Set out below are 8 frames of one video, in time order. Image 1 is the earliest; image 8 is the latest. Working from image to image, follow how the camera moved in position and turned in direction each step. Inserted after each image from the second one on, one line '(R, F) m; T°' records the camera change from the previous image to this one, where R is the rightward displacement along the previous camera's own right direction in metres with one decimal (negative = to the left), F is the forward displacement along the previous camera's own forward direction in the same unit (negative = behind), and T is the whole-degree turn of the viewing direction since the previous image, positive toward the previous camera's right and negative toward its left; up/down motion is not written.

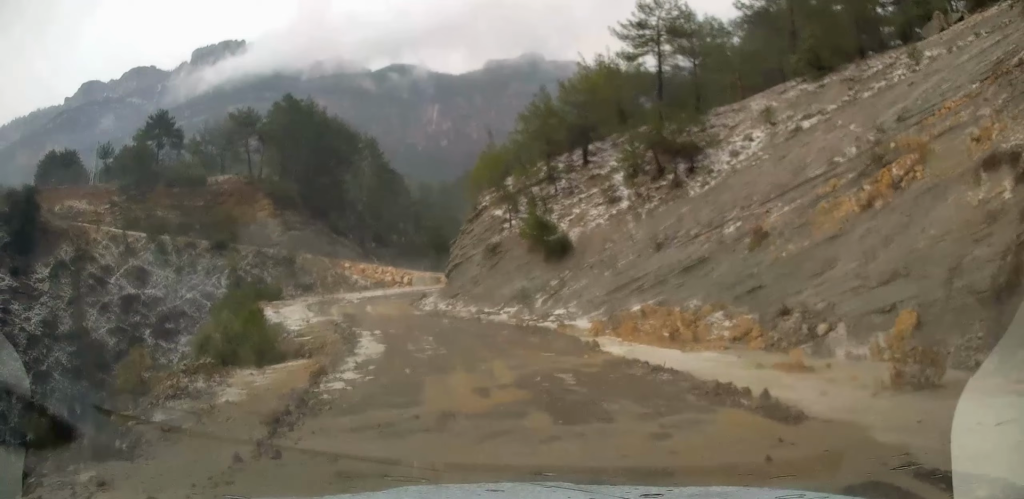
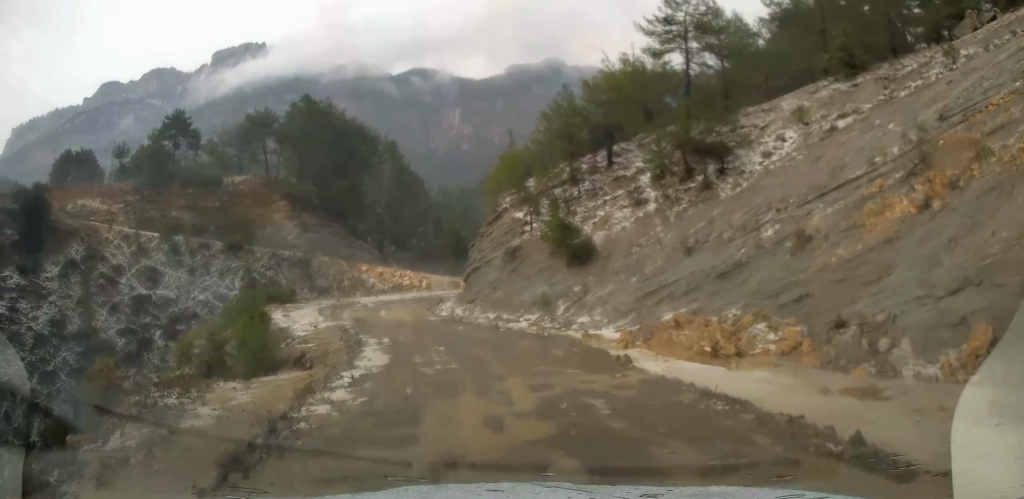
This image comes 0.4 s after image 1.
(-0.1, +1.5) m; 0°
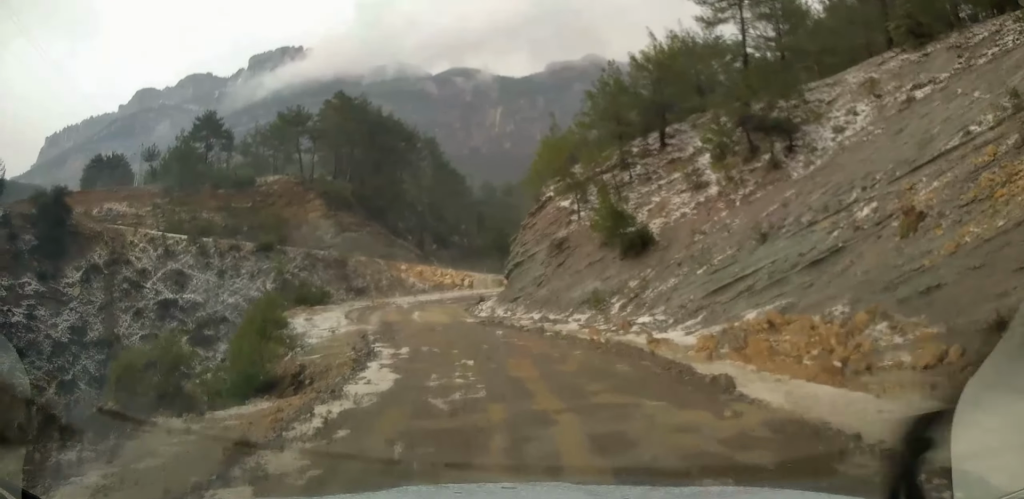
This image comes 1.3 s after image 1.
(+0.1, +3.1) m; 0°
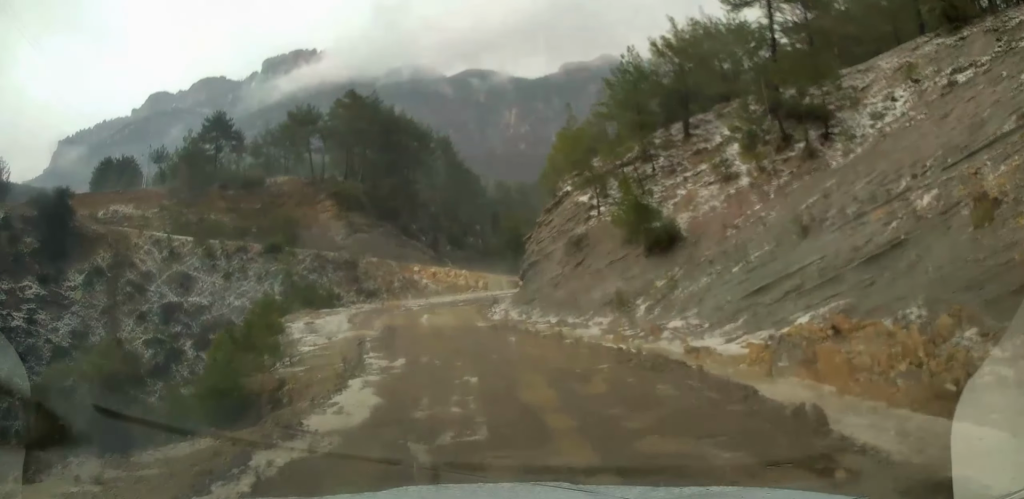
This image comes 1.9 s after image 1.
(0.0, +1.9) m; +2°
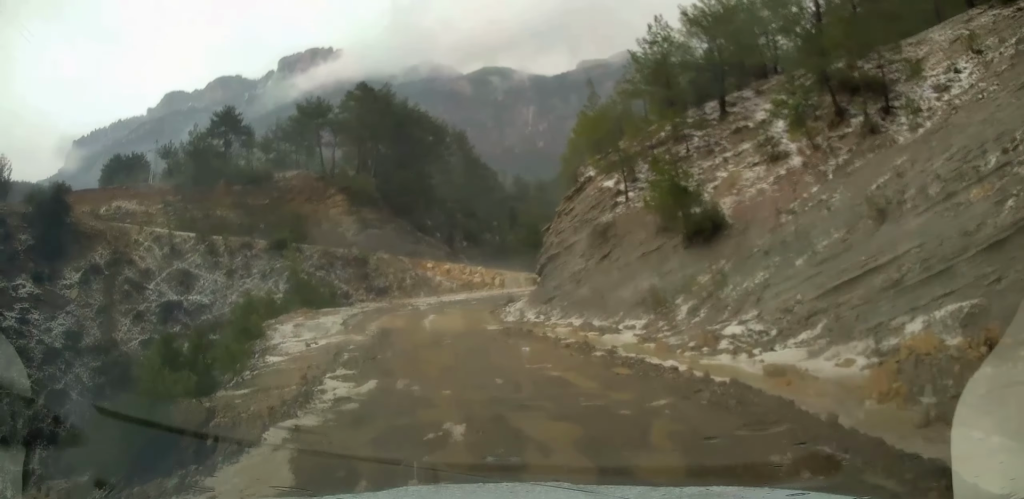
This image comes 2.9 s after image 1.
(+0.1, +3.0) m; +4°
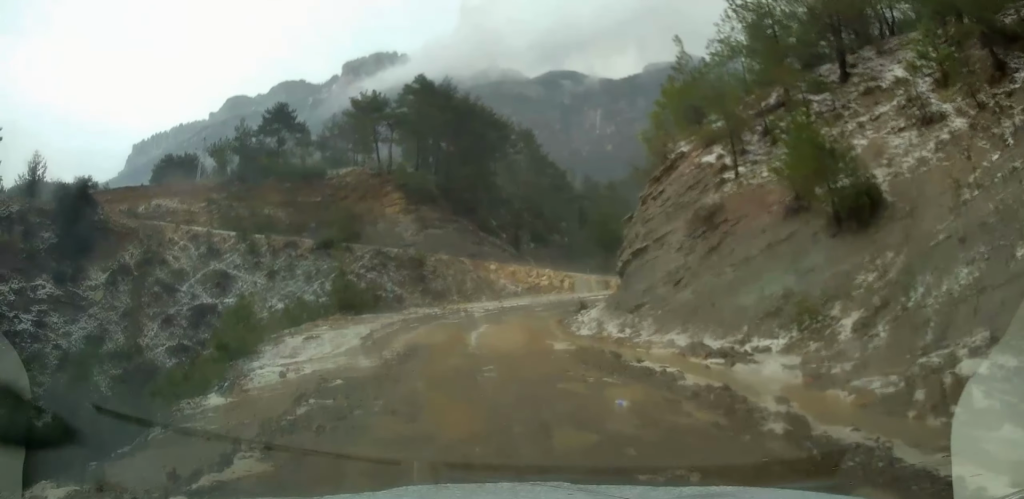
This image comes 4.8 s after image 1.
(-0.1, +5.3) m; -9°
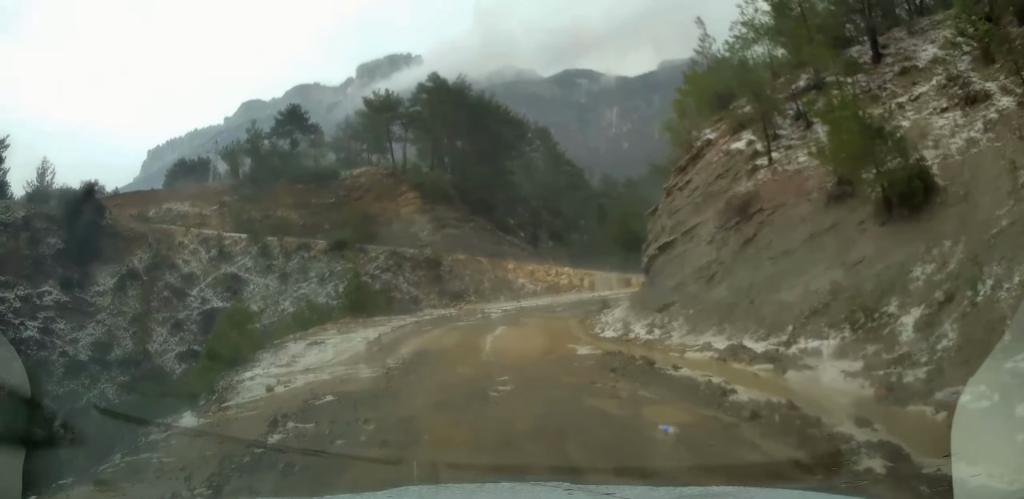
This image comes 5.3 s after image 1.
(0.0, +1.3) m; -4°
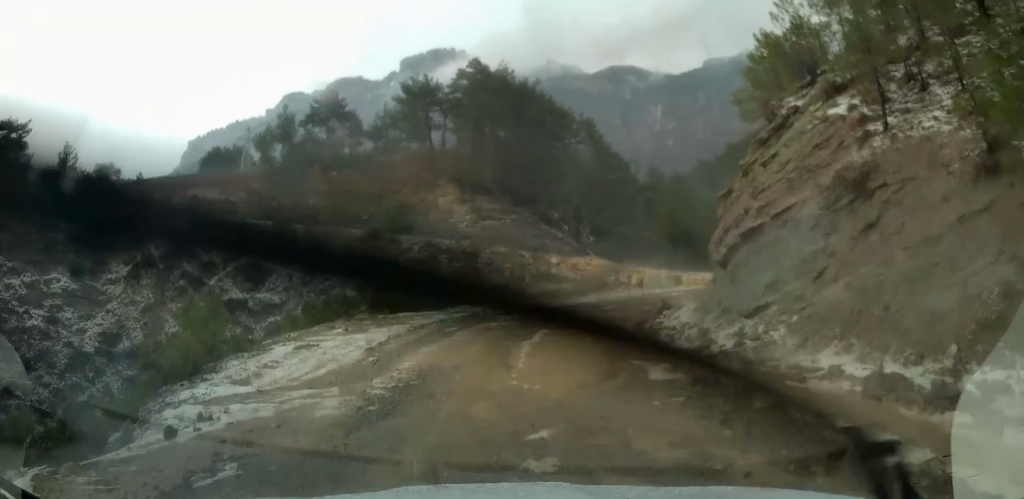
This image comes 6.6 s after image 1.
(-0.3, +3.7) m; -8°
